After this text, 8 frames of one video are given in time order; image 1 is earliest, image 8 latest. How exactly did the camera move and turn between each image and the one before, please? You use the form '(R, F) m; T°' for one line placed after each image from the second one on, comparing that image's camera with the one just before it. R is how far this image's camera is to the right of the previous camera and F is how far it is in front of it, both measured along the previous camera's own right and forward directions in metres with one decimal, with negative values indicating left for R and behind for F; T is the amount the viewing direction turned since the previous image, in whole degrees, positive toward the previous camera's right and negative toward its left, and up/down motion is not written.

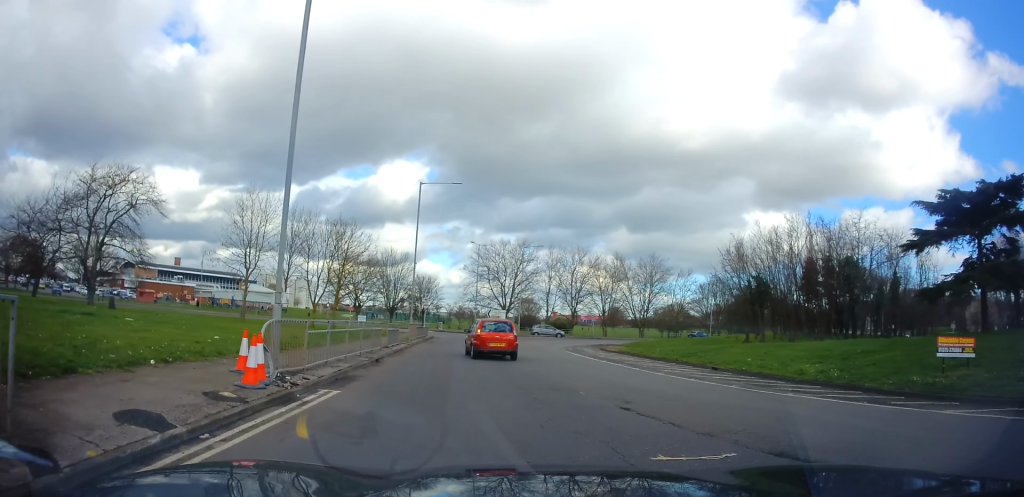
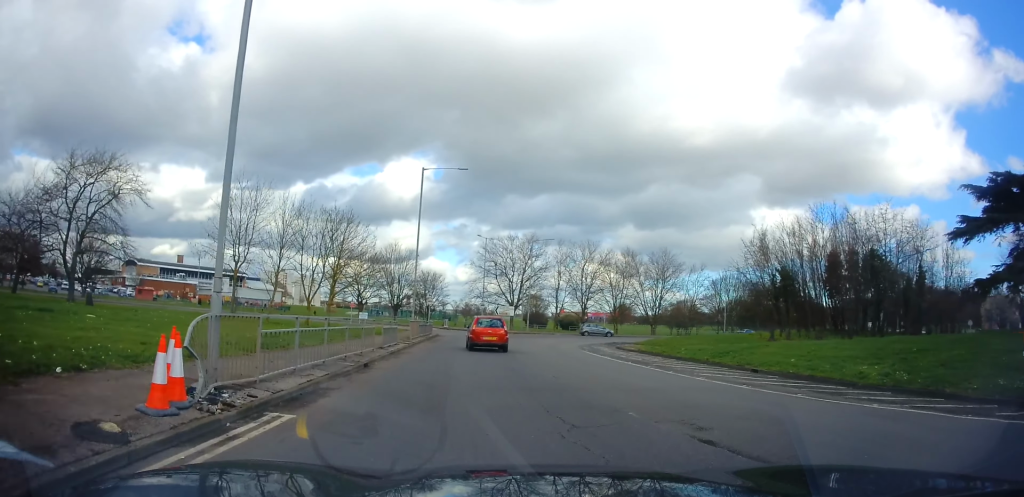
(0.0, +2.8) m; -1°
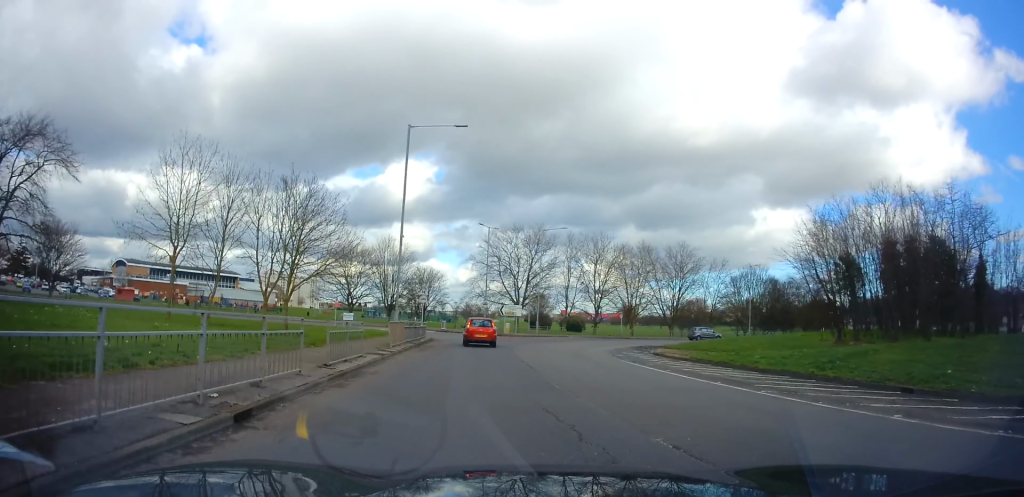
(0.0, +7.9) m; -1°
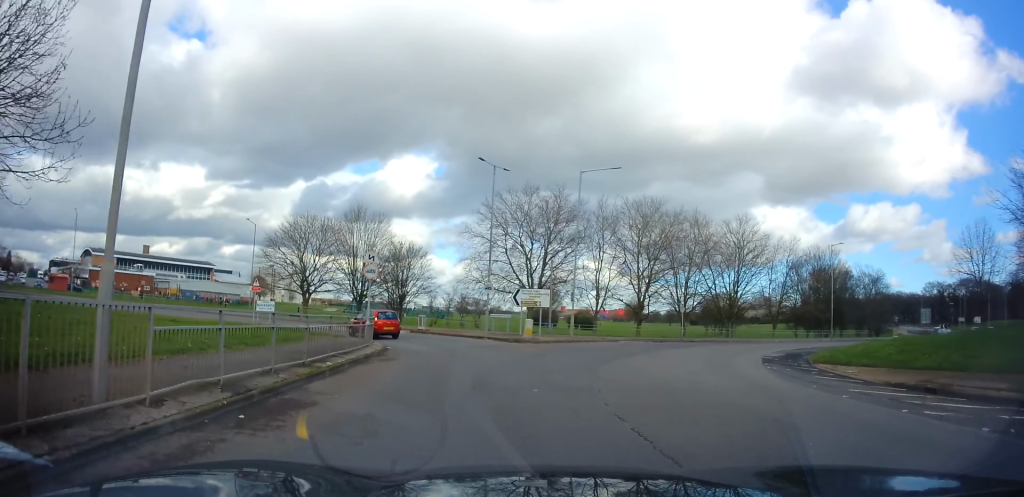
(+0.2, +20.5) m; -1°
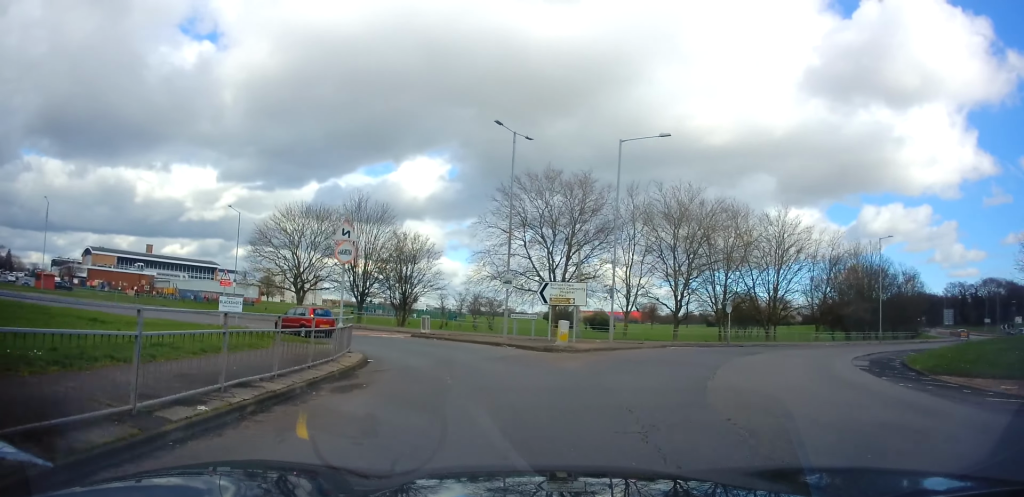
(-0.1, +6.4) m; -2°
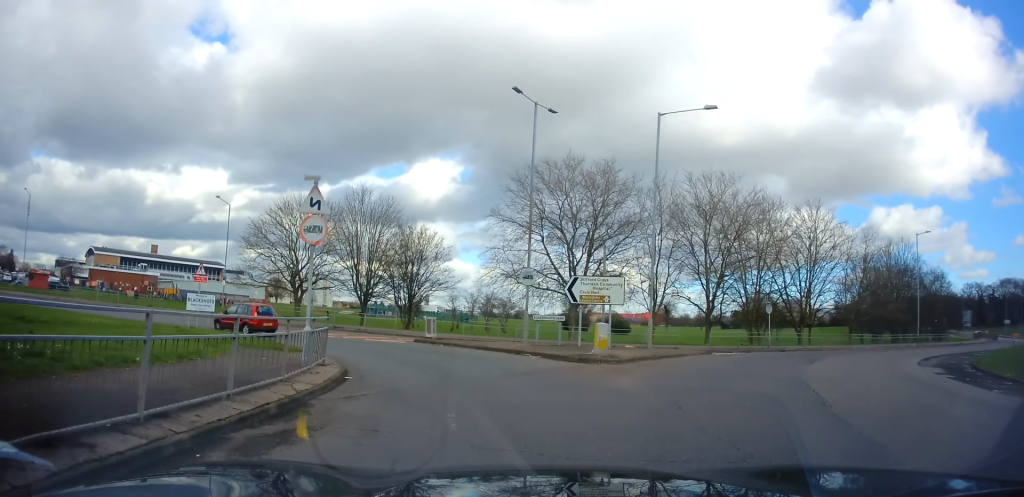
(-0.1, +4.2) m; -1°
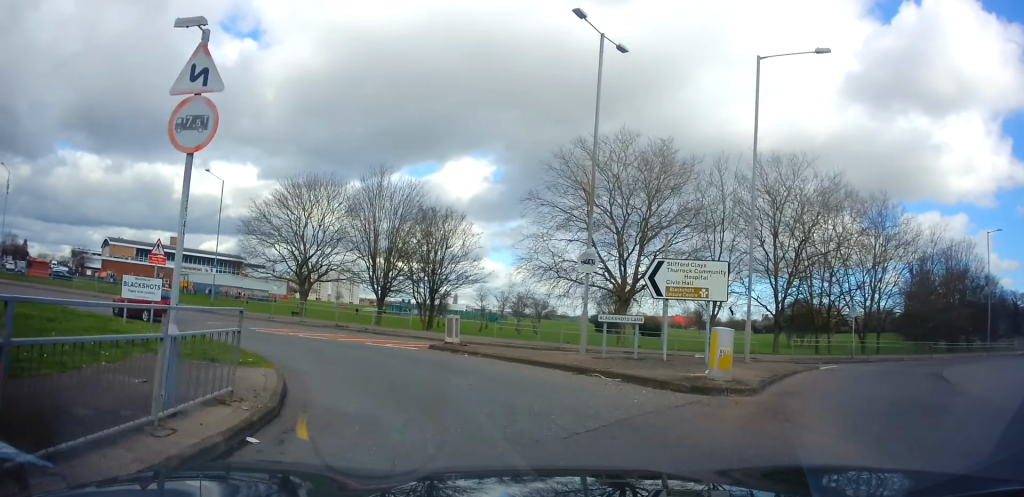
(0.0, +6.2) m; -3°
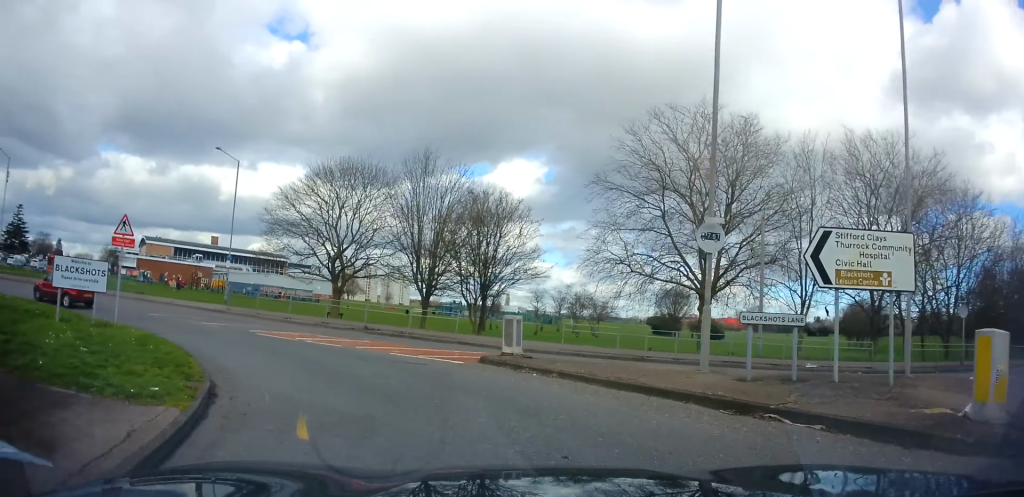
(+0.2, +5.4) m; -4°
